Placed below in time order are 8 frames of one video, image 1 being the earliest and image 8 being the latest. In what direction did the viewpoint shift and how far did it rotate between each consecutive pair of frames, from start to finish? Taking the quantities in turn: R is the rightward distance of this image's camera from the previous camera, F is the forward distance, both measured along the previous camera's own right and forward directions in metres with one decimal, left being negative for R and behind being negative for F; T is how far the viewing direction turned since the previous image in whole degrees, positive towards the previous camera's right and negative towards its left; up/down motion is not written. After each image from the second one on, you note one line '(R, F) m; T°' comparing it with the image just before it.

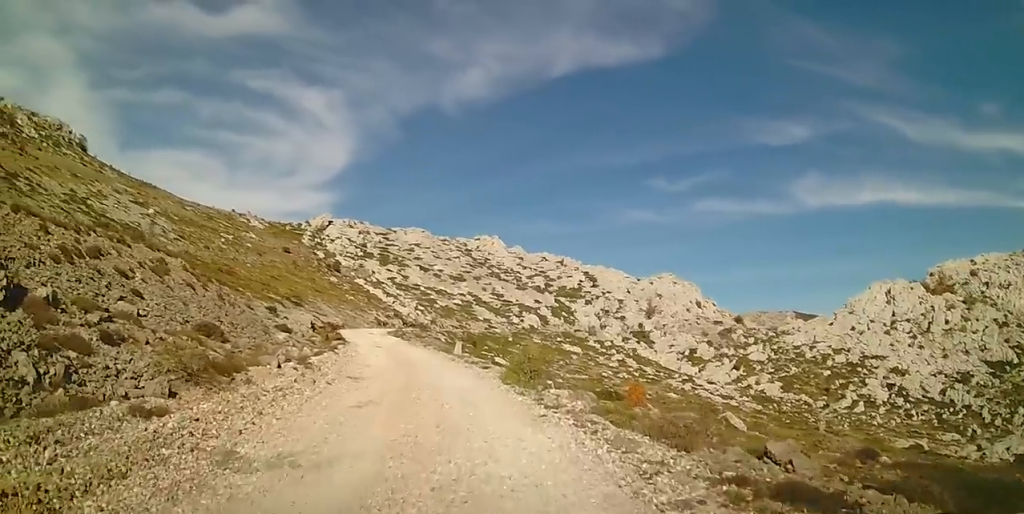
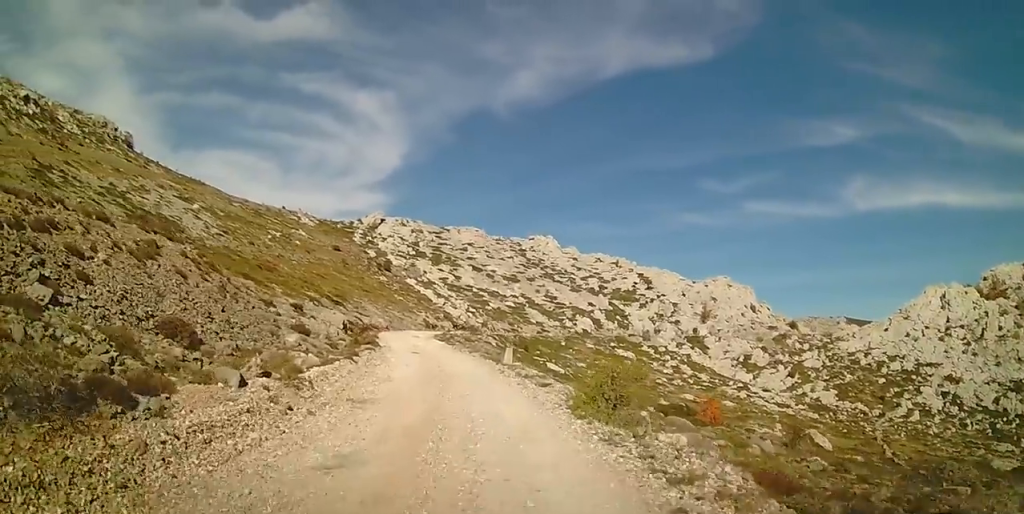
(-0.4, +4.0) m; -7°
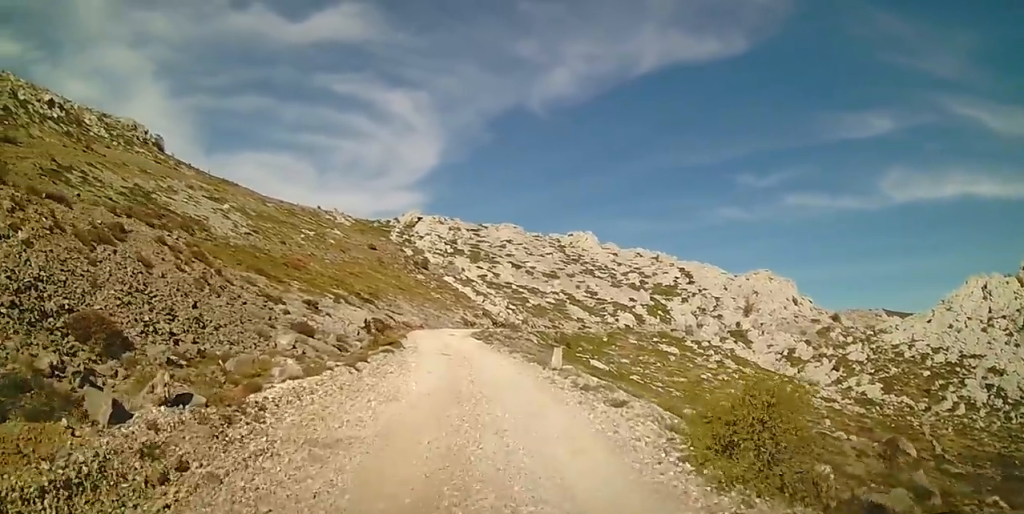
(0.0, +3.8) m; -2°
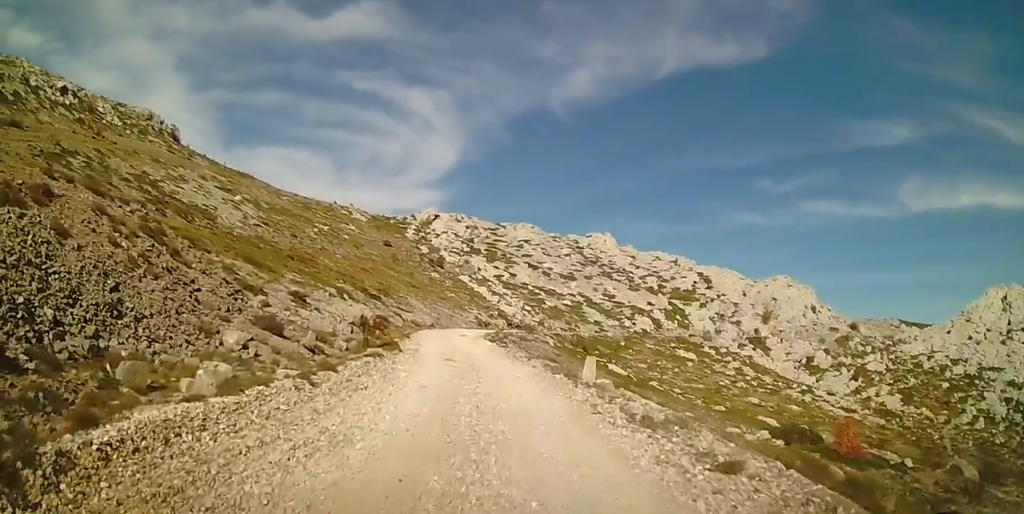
(-0.1, +3.7) m; -1°
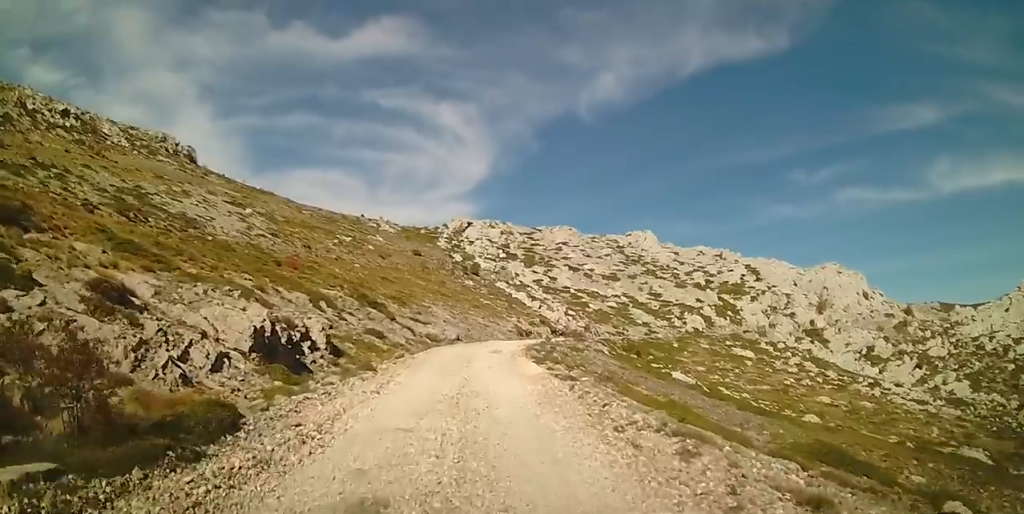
(-0.2, +13.6) m; -2°
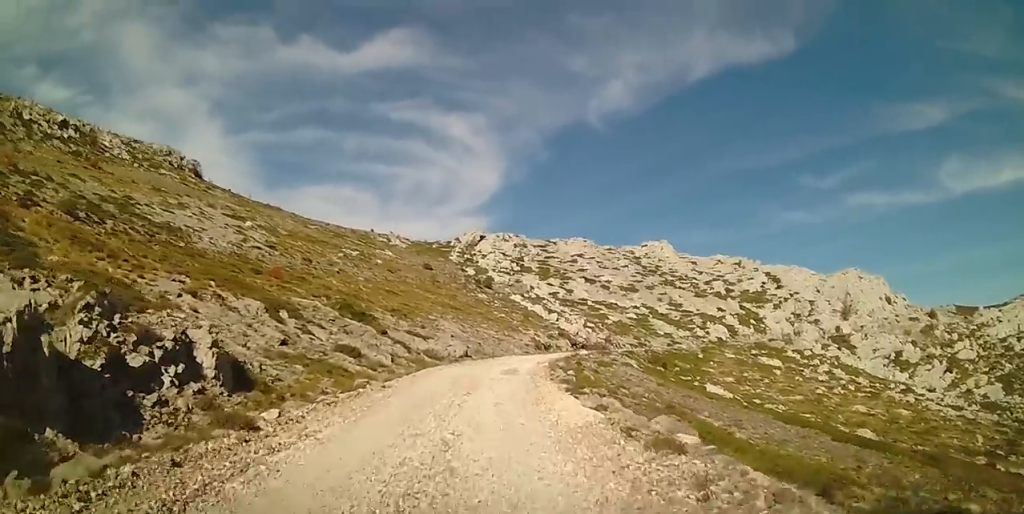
(-0.1, +7.4) m; -1°
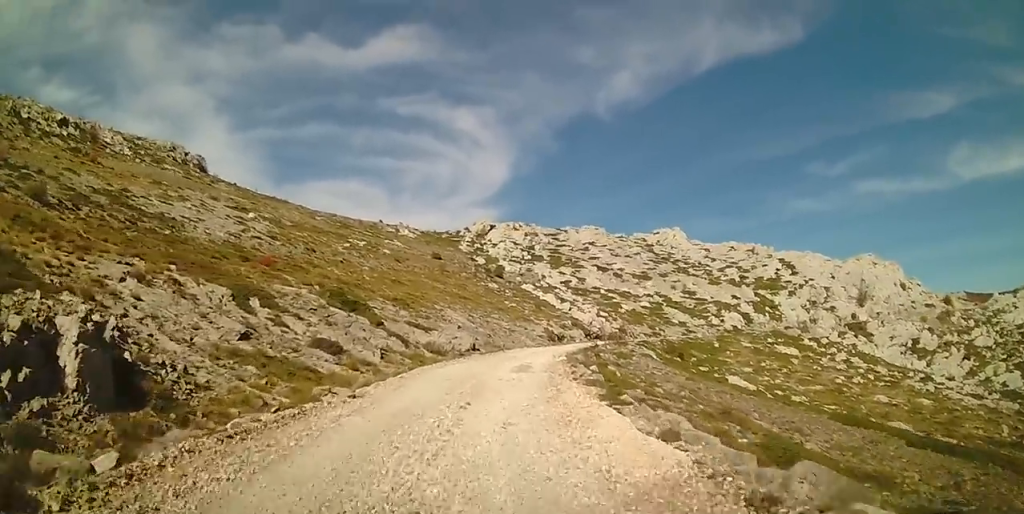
(0.0, +3.9) m; 0°
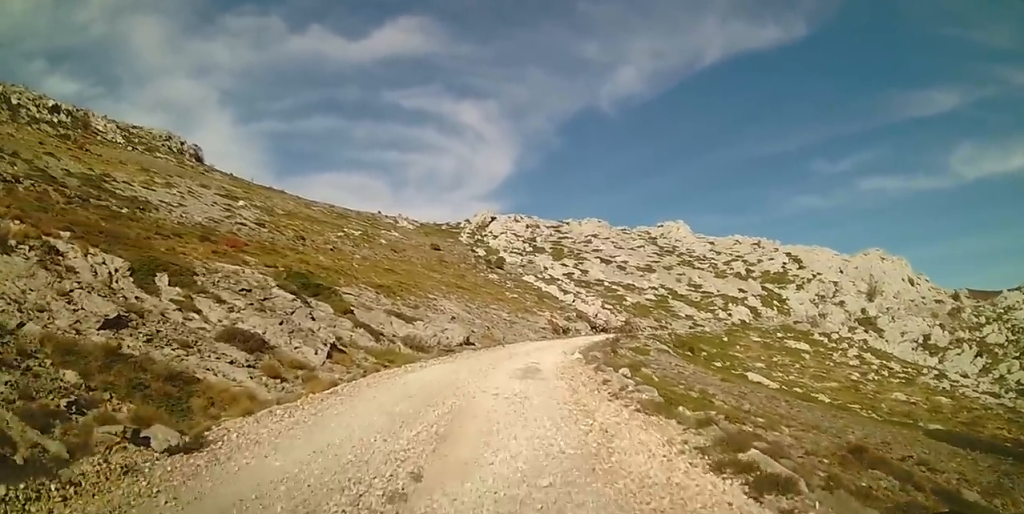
(0.0, +6.0) m; 0°
